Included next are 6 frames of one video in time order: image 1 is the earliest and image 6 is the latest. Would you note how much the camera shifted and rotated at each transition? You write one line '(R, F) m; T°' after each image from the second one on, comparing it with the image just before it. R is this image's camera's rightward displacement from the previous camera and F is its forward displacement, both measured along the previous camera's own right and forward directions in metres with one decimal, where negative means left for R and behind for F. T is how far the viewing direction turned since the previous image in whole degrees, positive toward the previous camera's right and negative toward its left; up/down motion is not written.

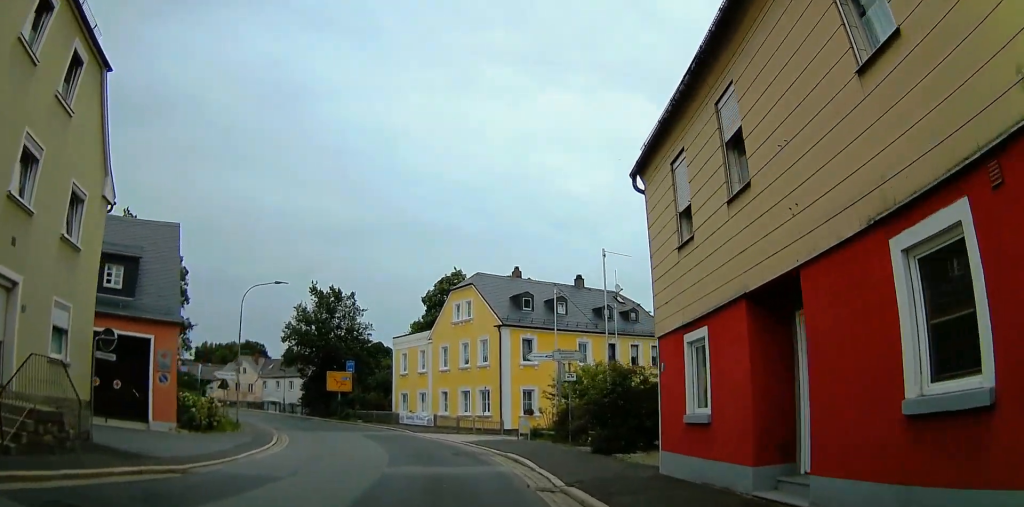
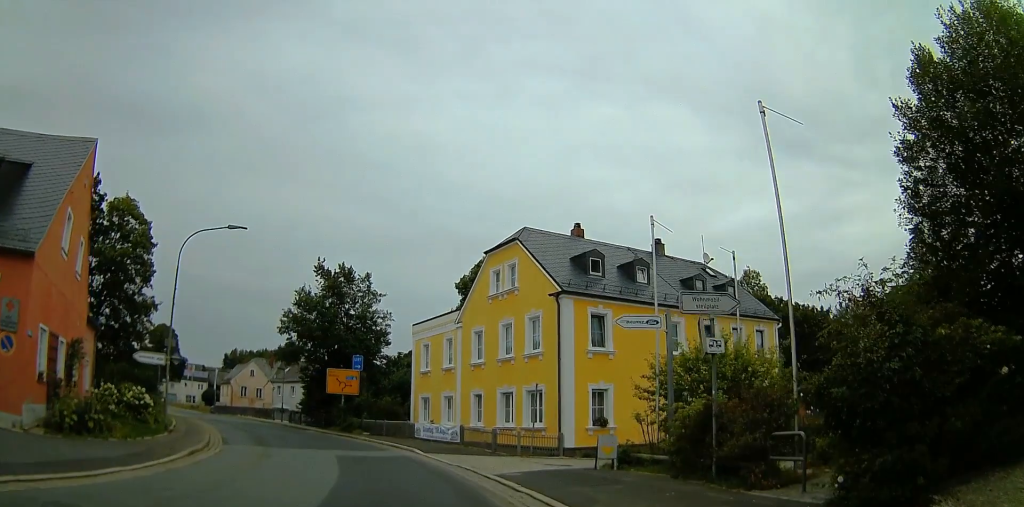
(-0.4, +14.2) m; -1°
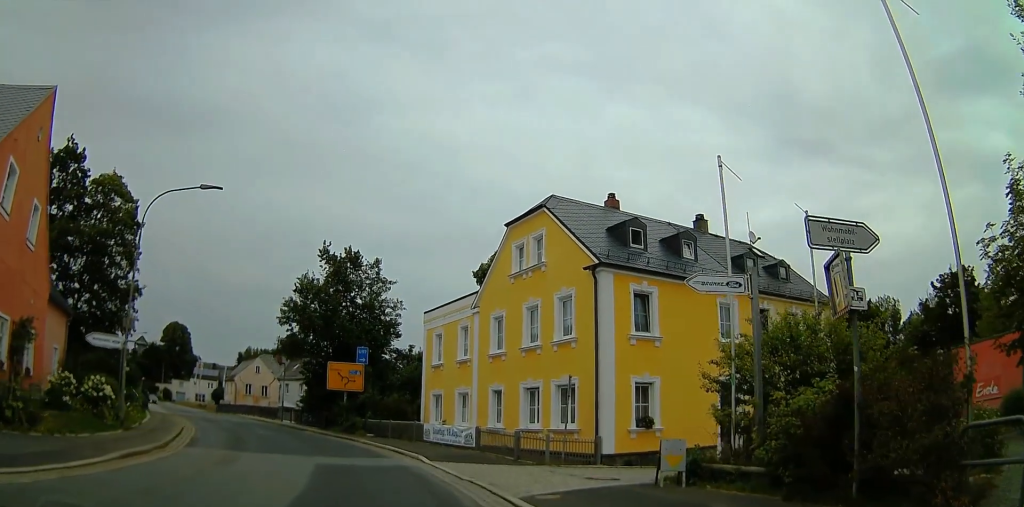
(+0.3, +5.8) m; -1°
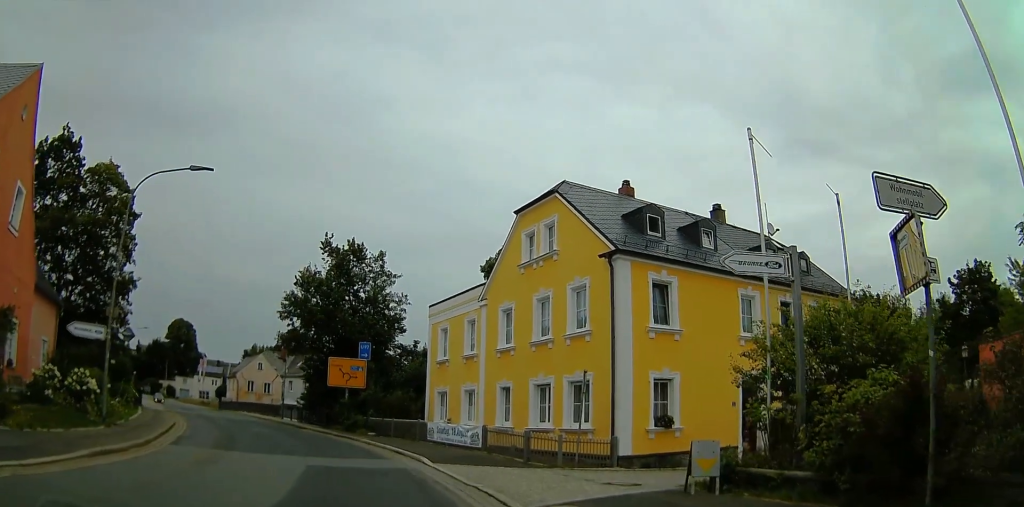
(-0.2, +2.0) m; -2°
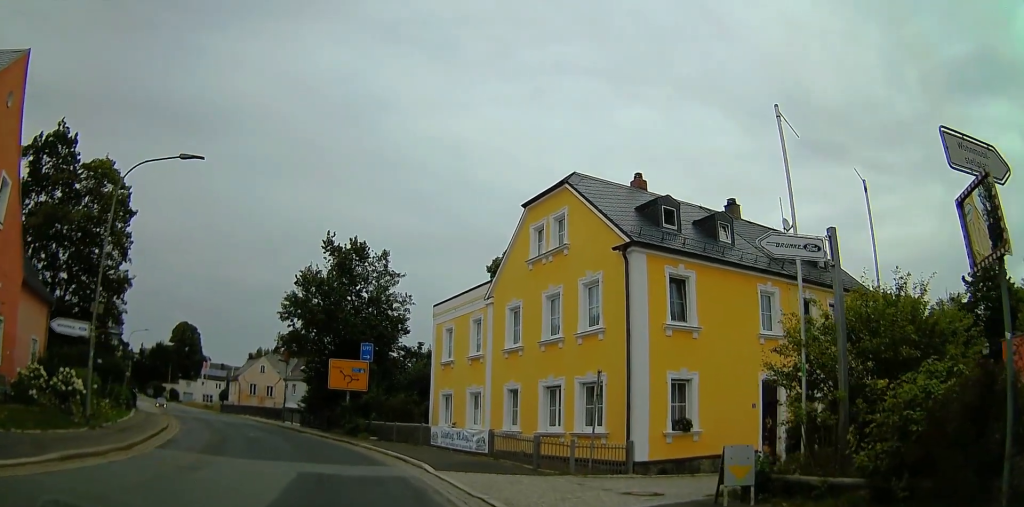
(-0.4, +2.0) m; 0°
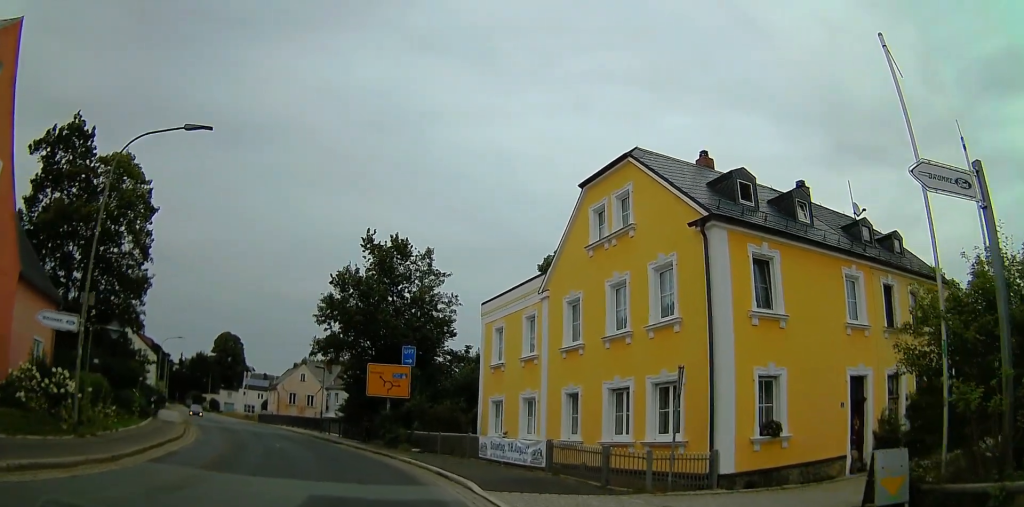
(+0.5, +2.9) m; -1°
